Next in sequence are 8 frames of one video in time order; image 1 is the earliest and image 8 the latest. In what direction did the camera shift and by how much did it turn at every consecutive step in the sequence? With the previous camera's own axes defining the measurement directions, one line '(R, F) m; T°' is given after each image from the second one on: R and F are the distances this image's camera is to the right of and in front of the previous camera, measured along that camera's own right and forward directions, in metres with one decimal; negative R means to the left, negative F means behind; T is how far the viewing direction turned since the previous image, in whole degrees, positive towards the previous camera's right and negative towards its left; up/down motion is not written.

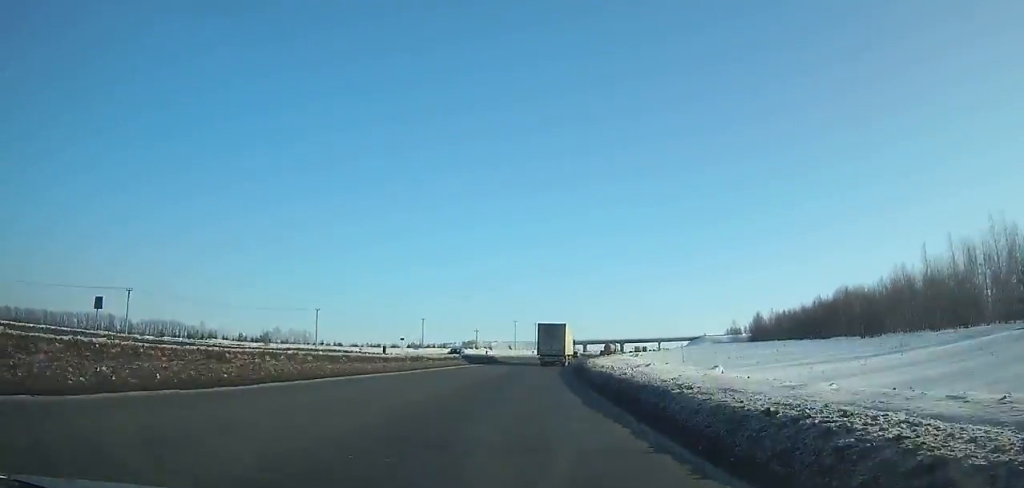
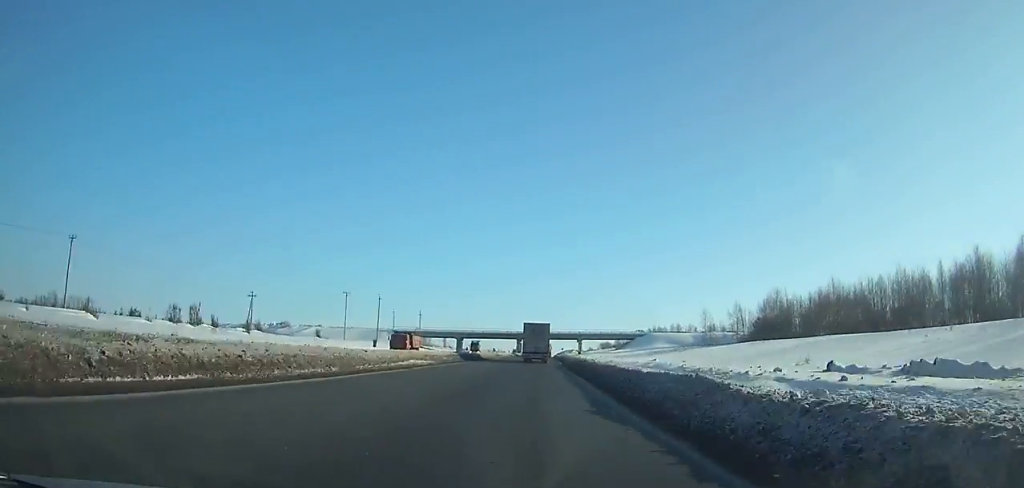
(+10.4, +108.7) m; +9°
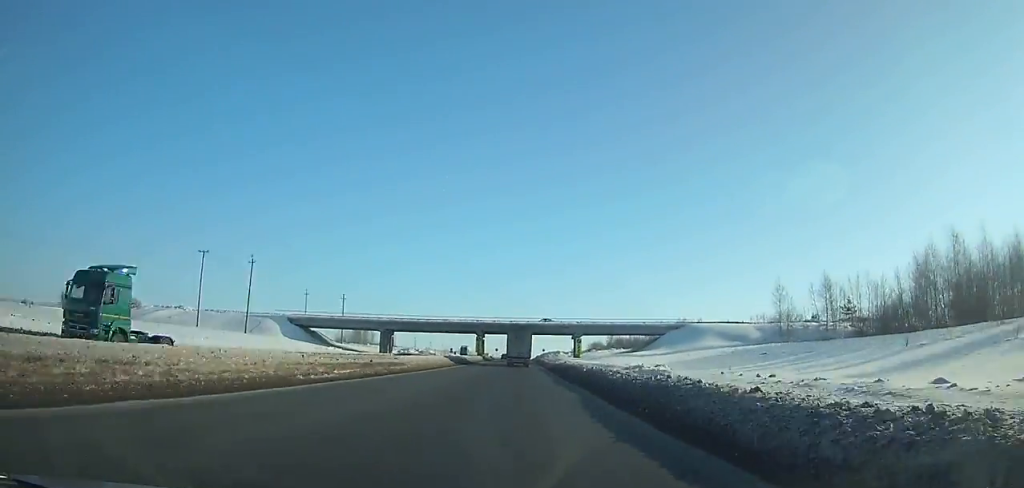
(+1.8, +67.7) m; +2°
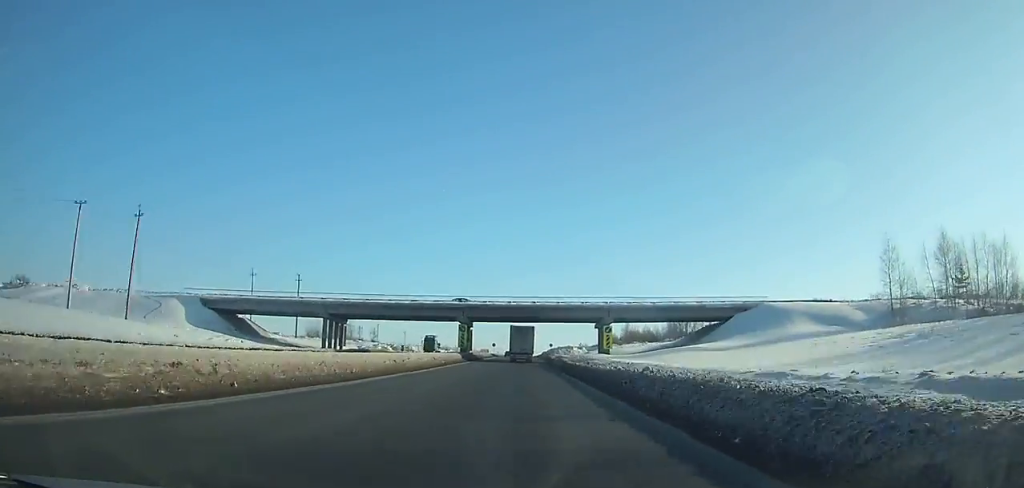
(0.0, +34.2) m; 0°
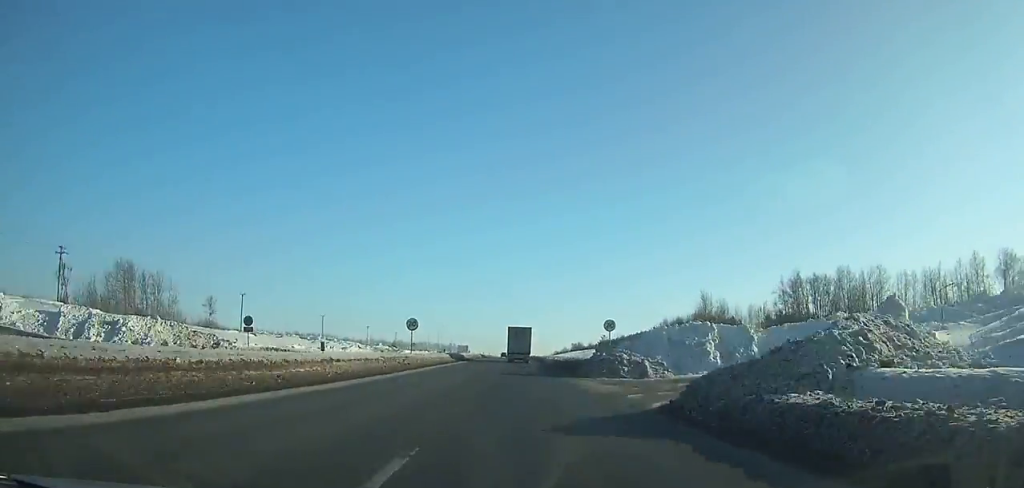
(0.0, +109.5) m; 0°
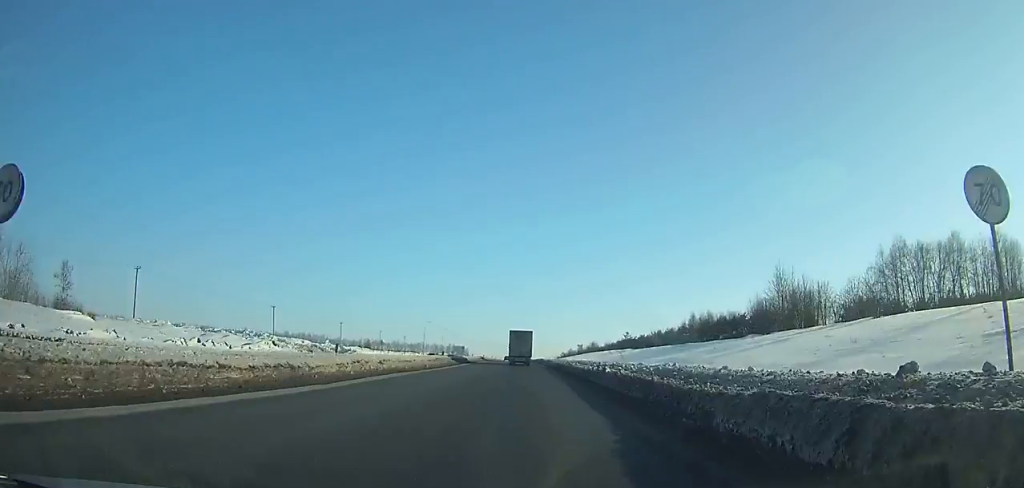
(+0.2, +38.7) m; 0°
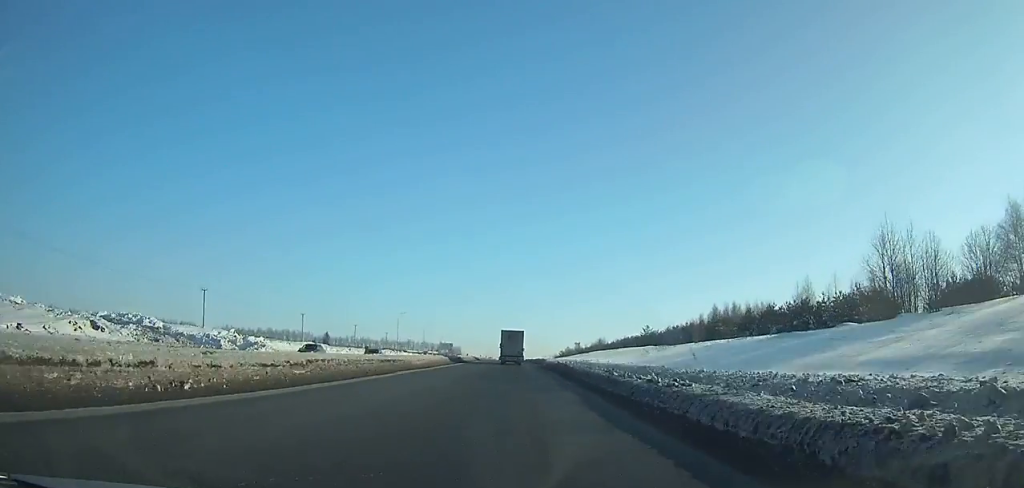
(0.0, +30.6) m; 0°
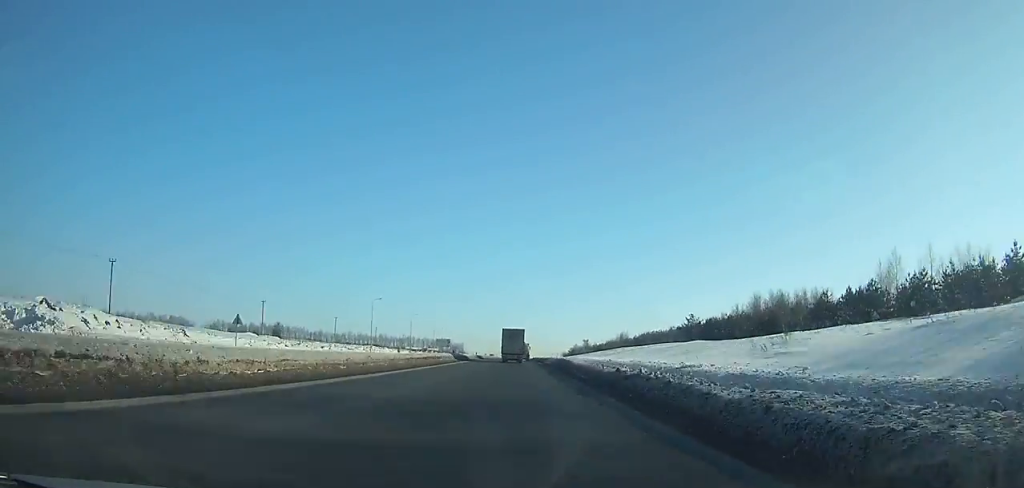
(0.0, +28.6) m; 0°
